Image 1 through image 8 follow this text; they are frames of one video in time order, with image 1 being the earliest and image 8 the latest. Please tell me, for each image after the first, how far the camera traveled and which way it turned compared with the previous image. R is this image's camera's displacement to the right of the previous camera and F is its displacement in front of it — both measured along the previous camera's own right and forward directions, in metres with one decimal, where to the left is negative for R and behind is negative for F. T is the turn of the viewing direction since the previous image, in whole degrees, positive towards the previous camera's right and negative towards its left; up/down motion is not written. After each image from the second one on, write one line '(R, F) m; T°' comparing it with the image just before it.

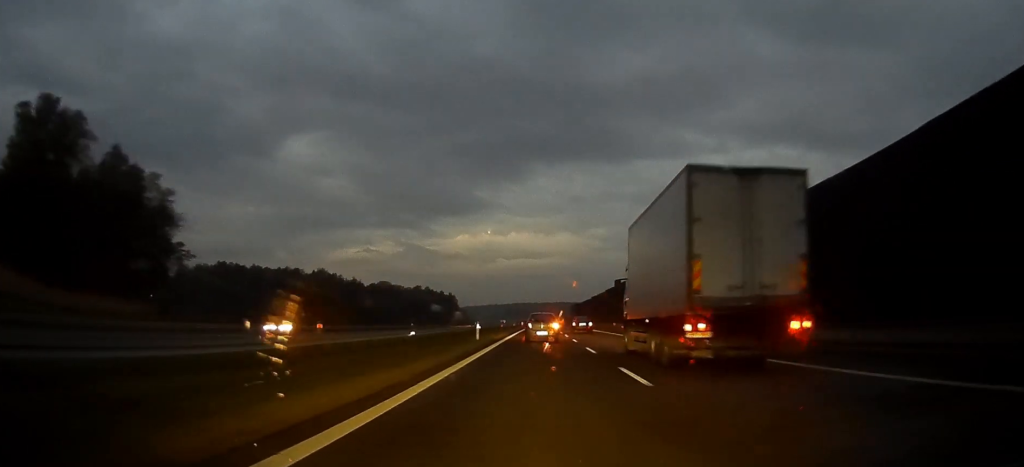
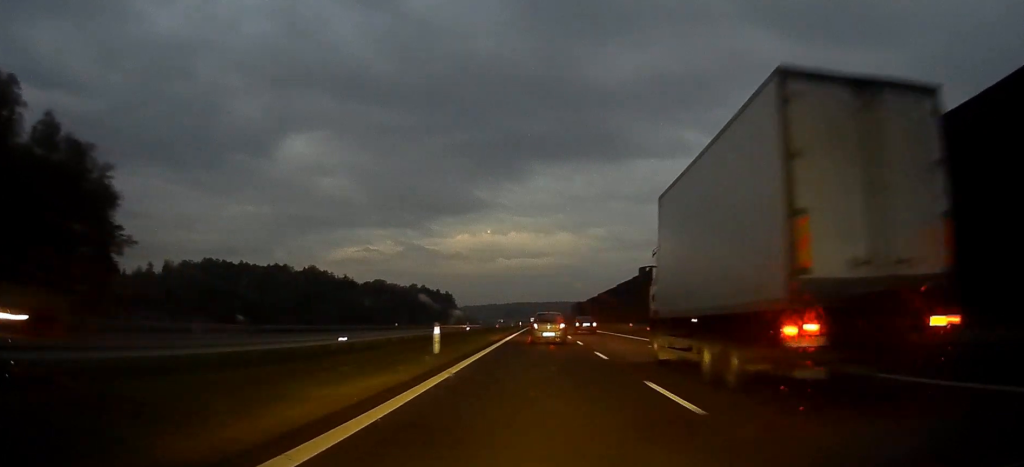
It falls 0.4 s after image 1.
(0.0, +15.8) m; 0°
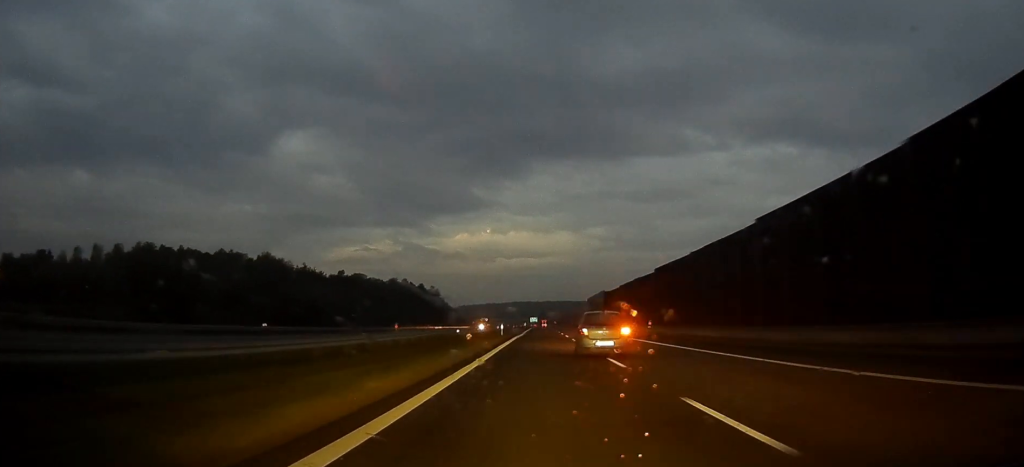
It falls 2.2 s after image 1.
(+0.1, +63.1) m; 0°
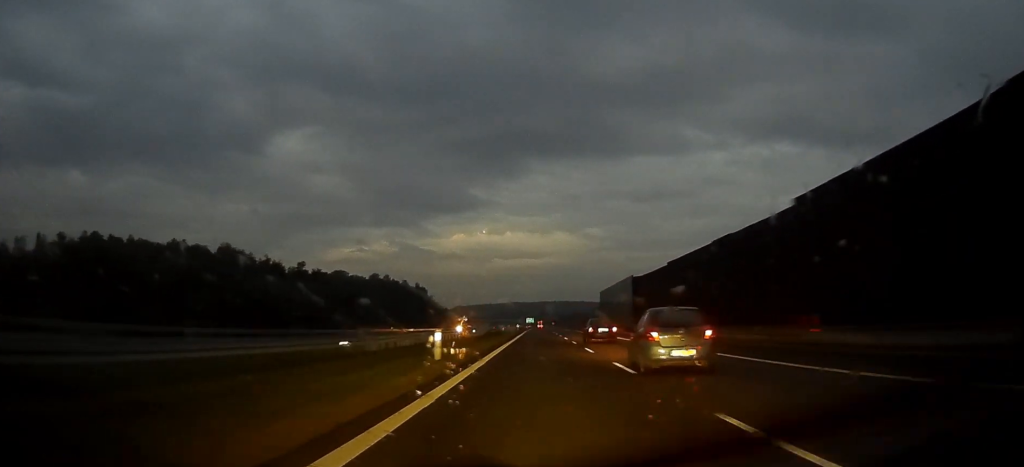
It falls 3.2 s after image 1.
(0.0, +37.9) m; 0°
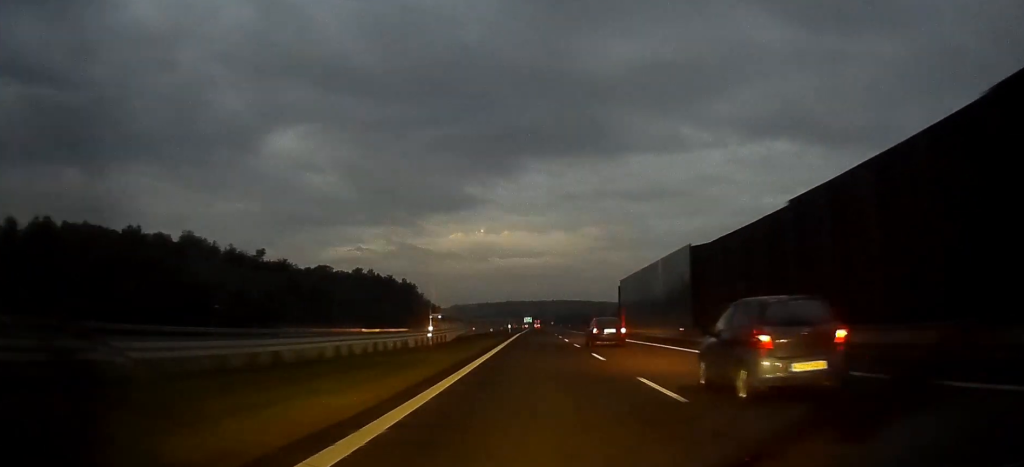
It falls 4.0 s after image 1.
(0.0, +29.7) m; 0°
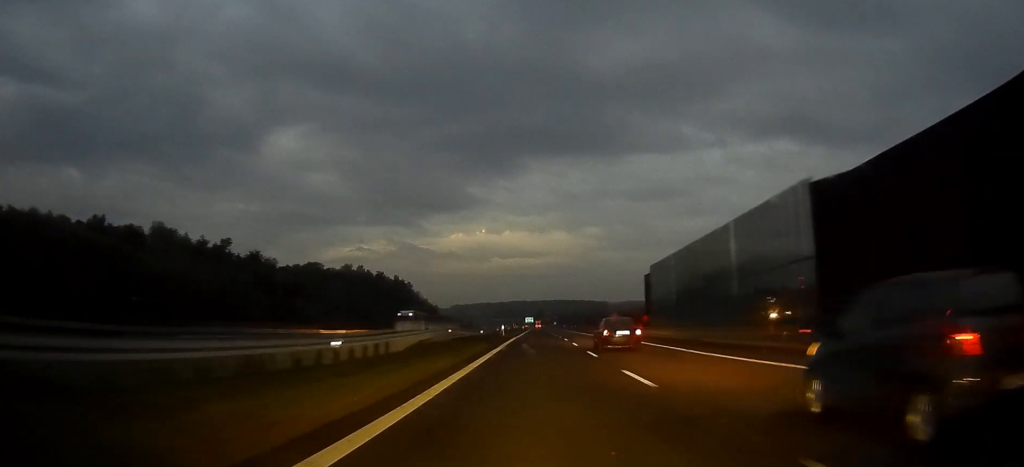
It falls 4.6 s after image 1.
(+0.1, +21.4) m; 0°
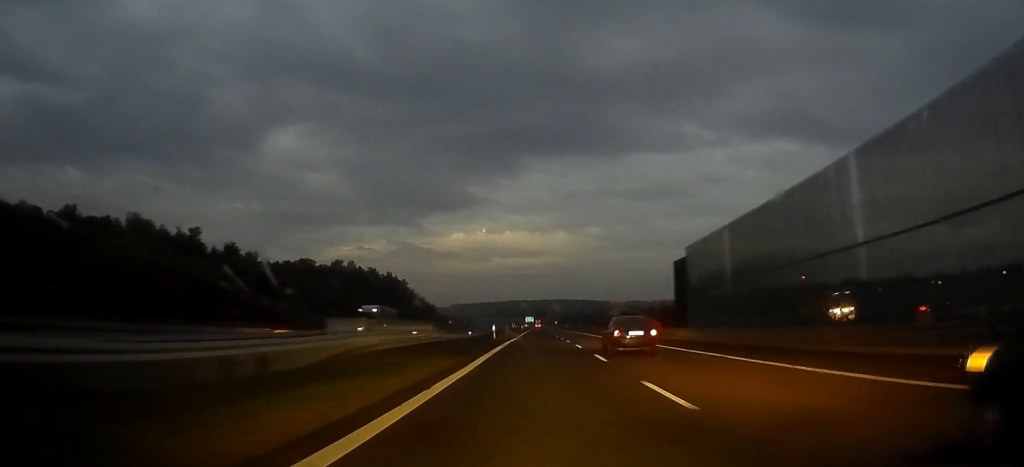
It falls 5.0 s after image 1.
(0.0, +15.2) m; 0°
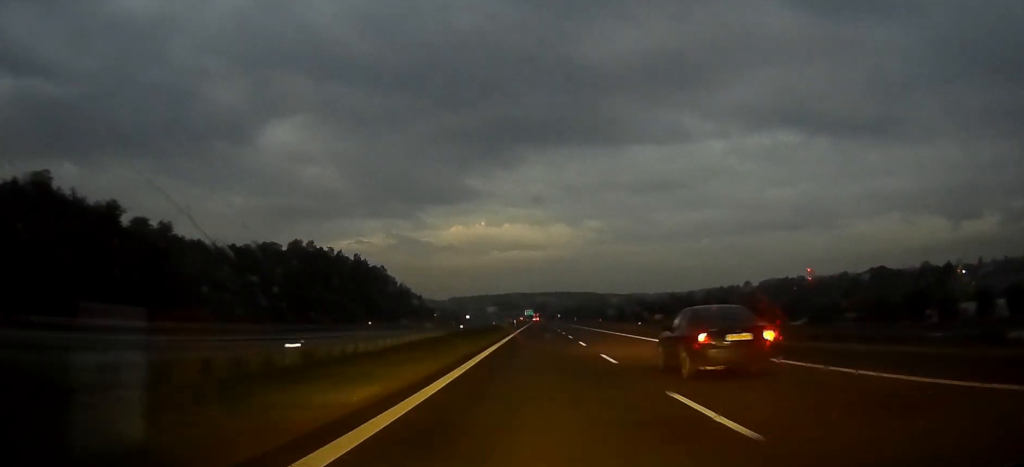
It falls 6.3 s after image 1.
(-0.1, +50.4) m; 0°
